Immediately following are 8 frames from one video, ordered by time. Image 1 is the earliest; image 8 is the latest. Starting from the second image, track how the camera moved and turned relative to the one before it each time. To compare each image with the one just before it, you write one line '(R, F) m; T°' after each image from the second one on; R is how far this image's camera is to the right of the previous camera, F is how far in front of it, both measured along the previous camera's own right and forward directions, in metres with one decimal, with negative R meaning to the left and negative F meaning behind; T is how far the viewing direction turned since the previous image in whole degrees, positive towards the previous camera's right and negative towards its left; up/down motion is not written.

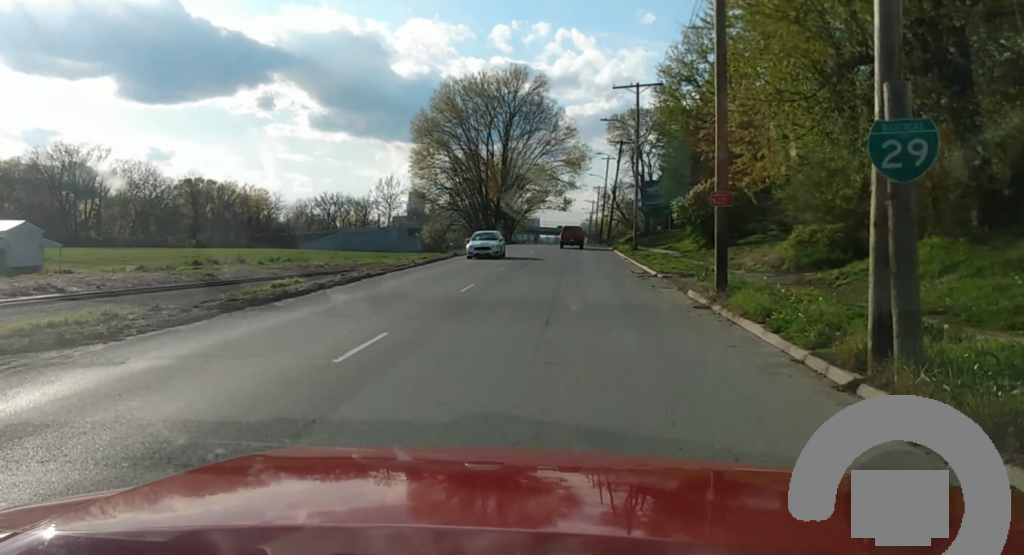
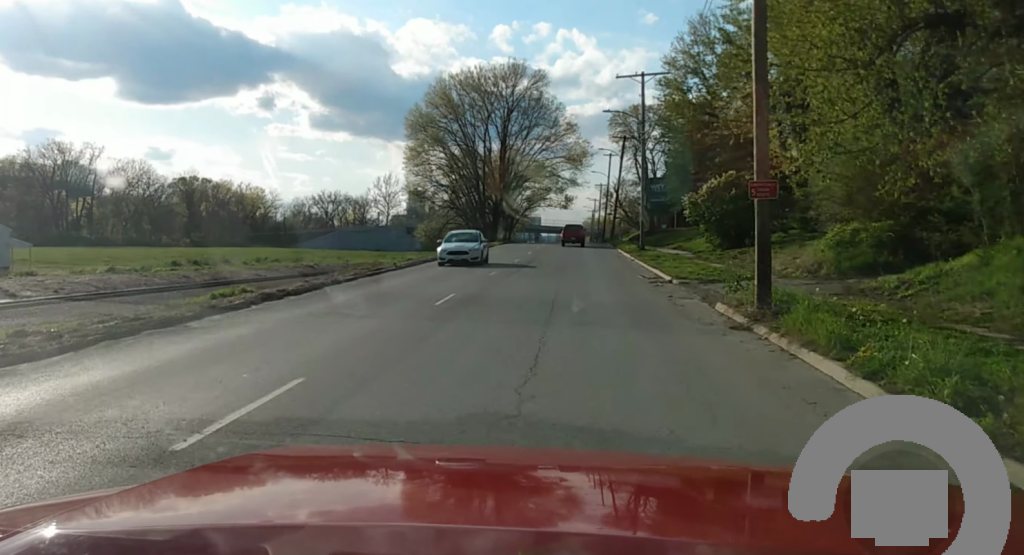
(-0.1, +3.9) m; -1°
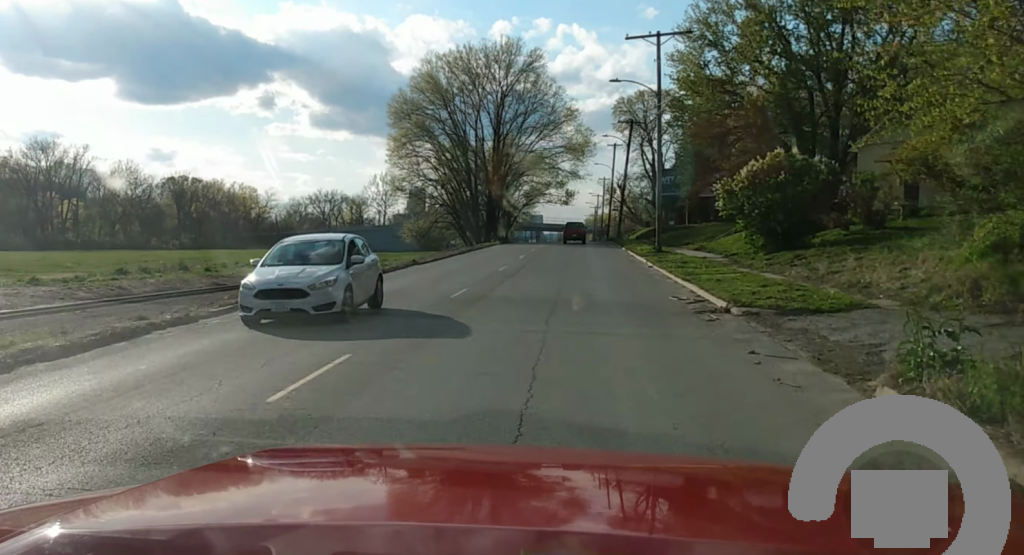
(-0.2, +9.7) m; -2°
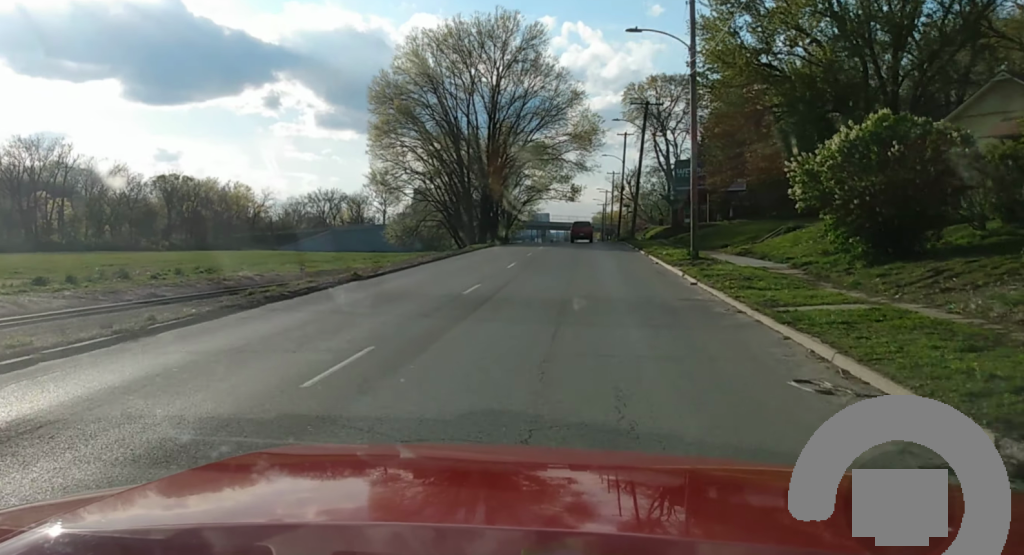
(-0.2, +10.5) m; -2°
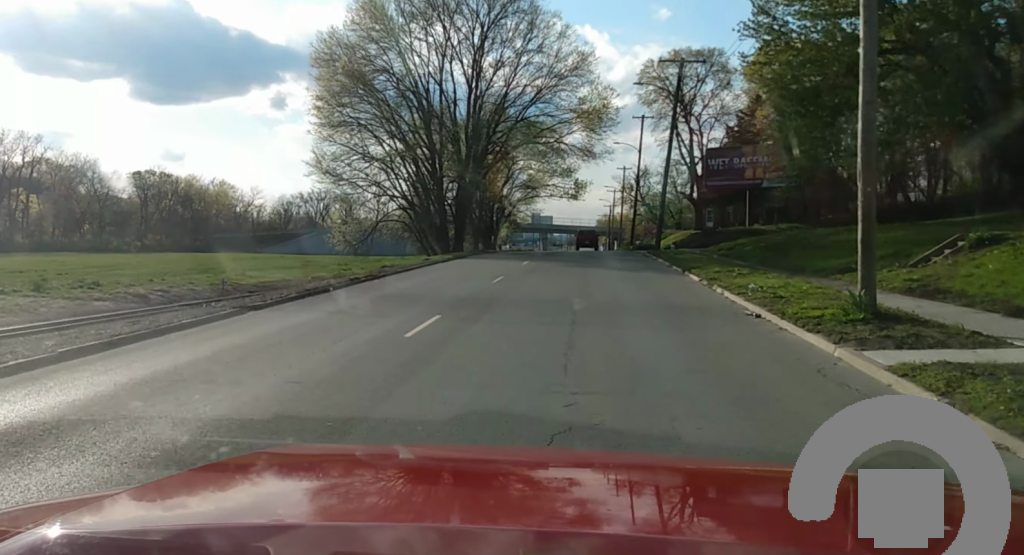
(-0.2, +19.6) m; -1°
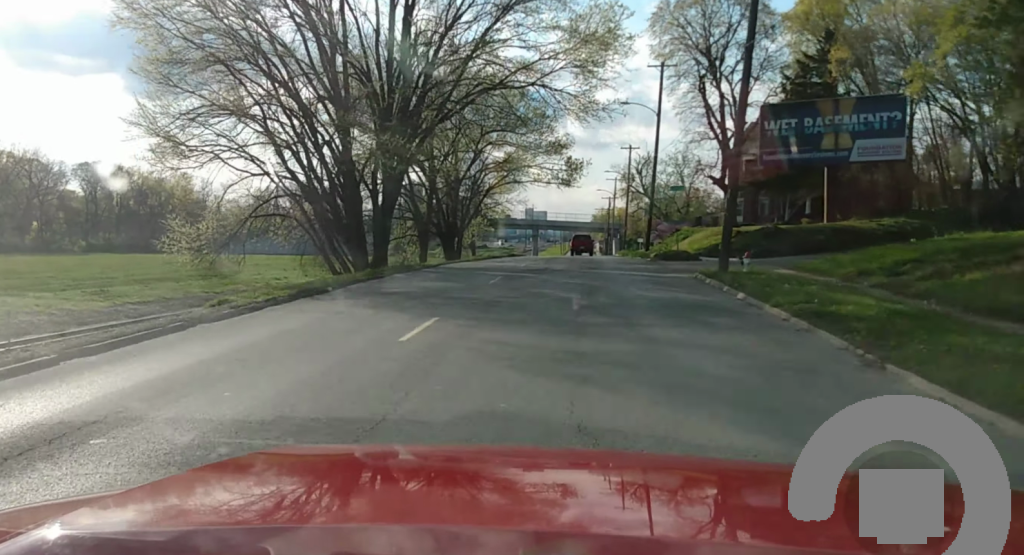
(0.0, +24.4) m; 0°
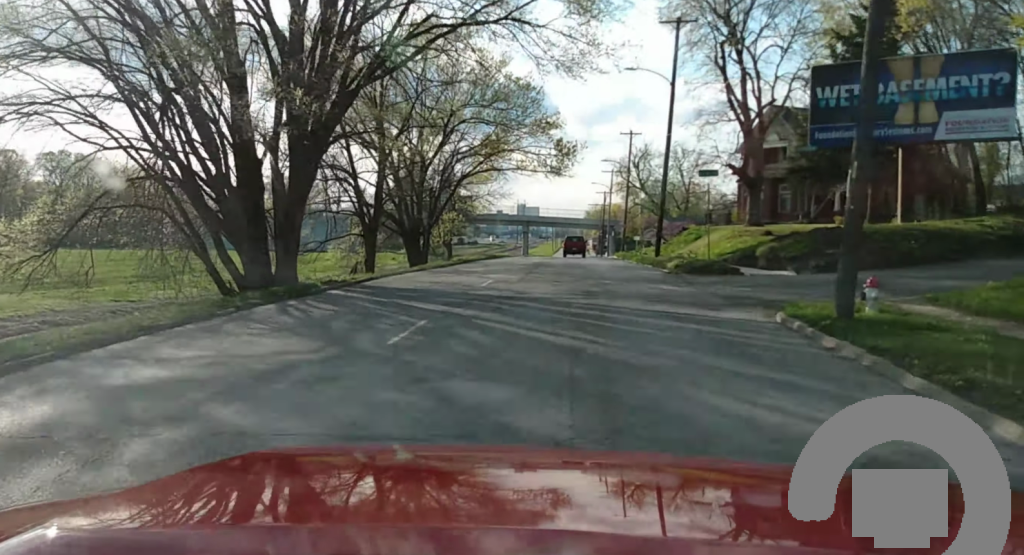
(0.0, +12.9) m; 0°
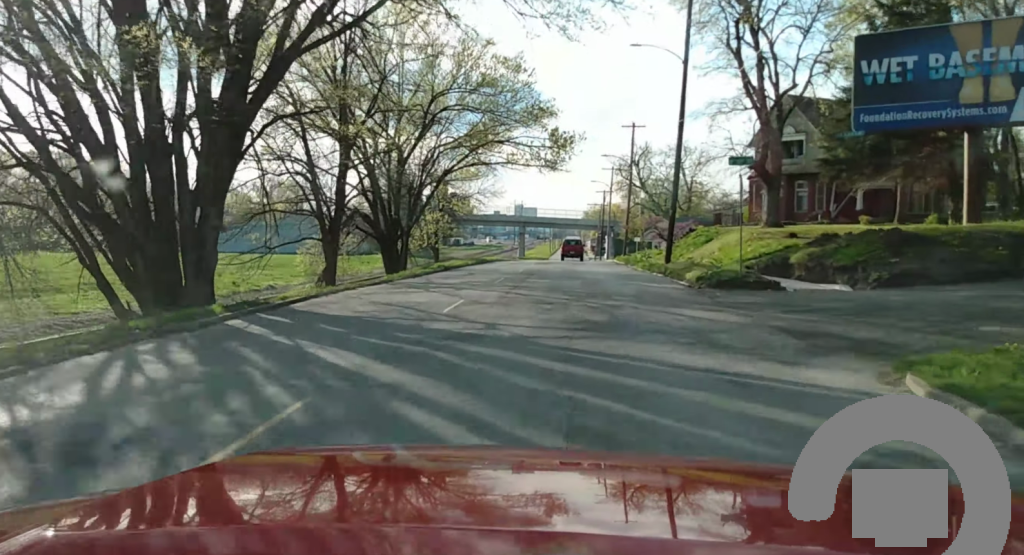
(0.0, +6.5) m; 0°
